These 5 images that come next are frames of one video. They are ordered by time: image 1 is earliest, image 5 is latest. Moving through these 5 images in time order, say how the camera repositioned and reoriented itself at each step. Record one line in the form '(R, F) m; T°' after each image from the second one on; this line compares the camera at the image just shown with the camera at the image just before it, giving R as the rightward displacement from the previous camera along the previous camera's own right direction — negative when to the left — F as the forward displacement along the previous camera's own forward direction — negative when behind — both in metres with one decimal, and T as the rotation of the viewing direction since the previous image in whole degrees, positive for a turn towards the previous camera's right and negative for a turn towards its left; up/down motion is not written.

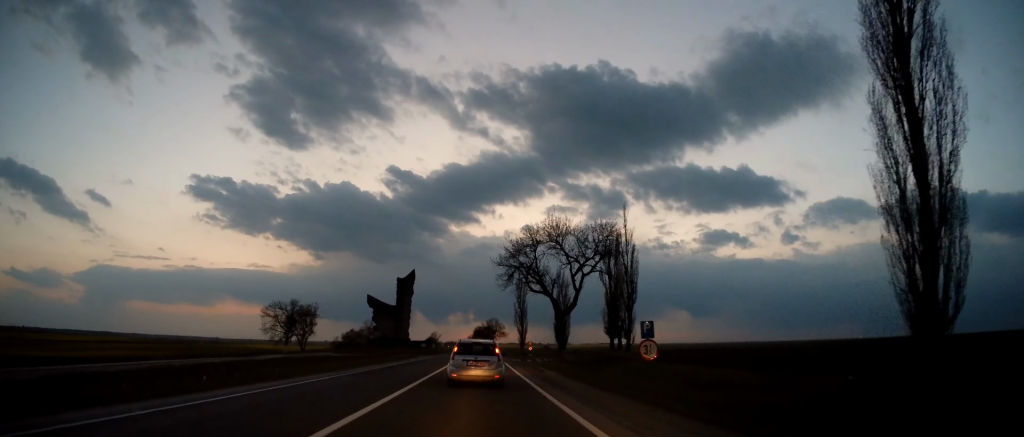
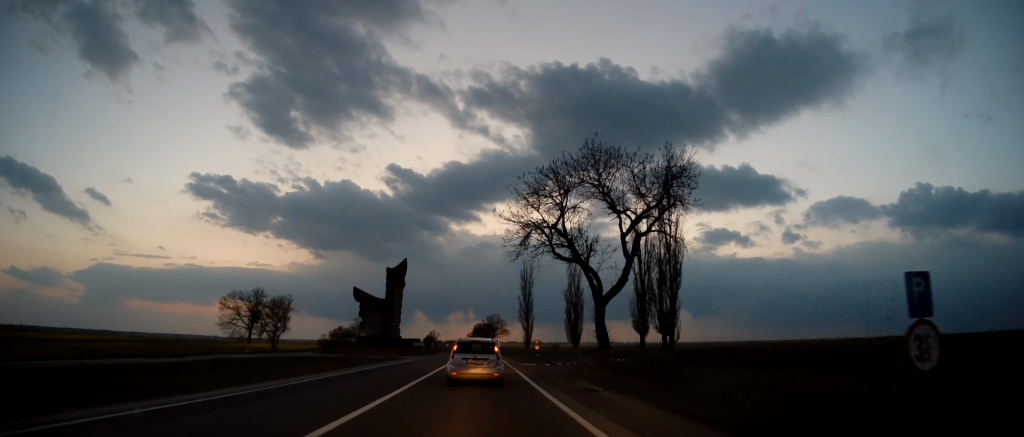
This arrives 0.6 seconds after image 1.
(-0.2, +13.8) m; 0°
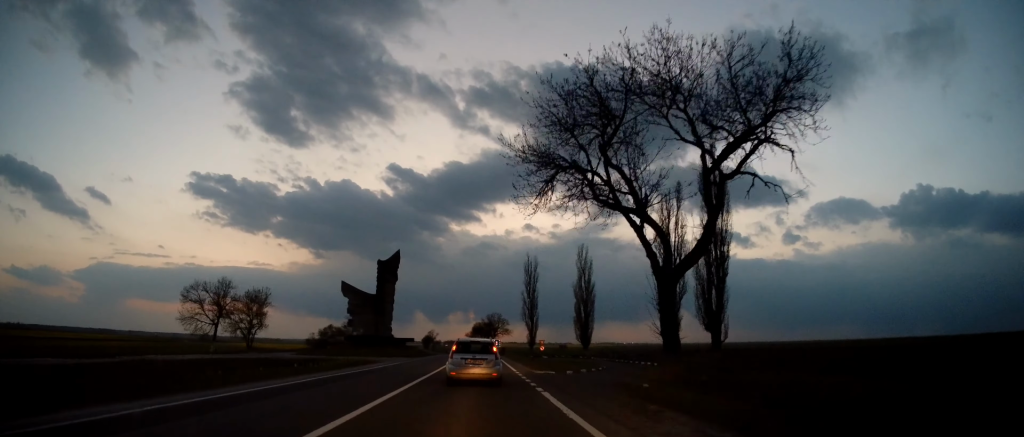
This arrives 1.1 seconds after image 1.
(+0.1, +9.5) m; 0°
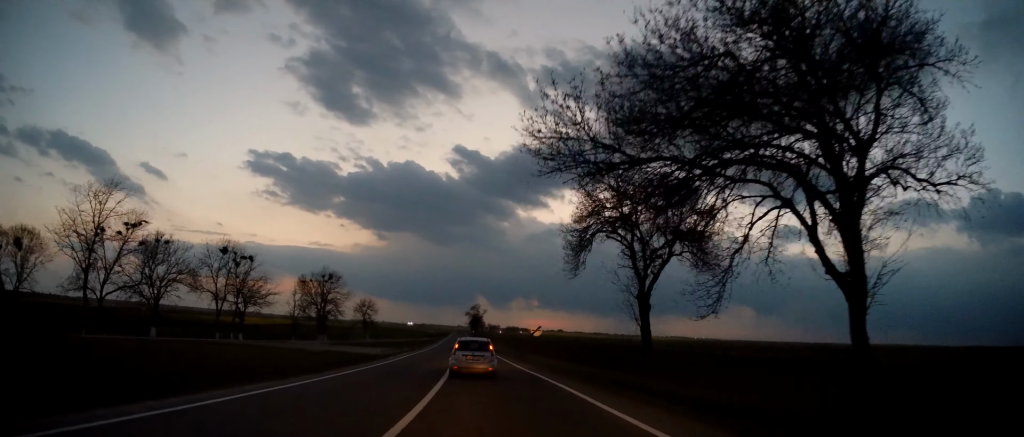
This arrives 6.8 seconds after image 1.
(-2.2, +127.2) m; -4°
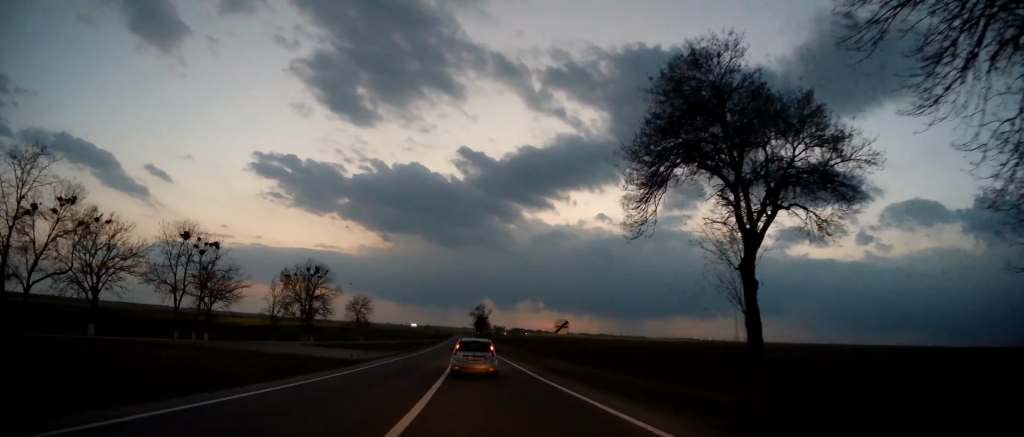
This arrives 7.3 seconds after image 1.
(+0.2, +9.8) m; -1°
